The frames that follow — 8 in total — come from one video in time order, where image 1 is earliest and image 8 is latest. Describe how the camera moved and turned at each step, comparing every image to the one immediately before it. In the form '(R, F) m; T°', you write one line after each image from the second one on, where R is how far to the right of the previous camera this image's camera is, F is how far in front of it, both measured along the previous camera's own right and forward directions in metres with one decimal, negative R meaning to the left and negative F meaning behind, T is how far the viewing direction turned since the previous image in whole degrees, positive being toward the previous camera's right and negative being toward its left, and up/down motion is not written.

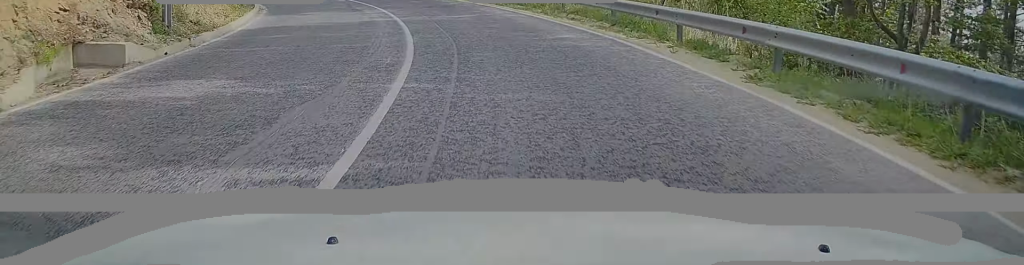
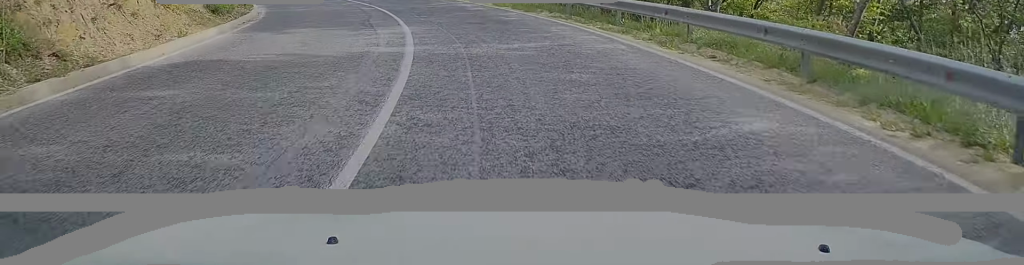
(-0.4, +7.9) m; -7°
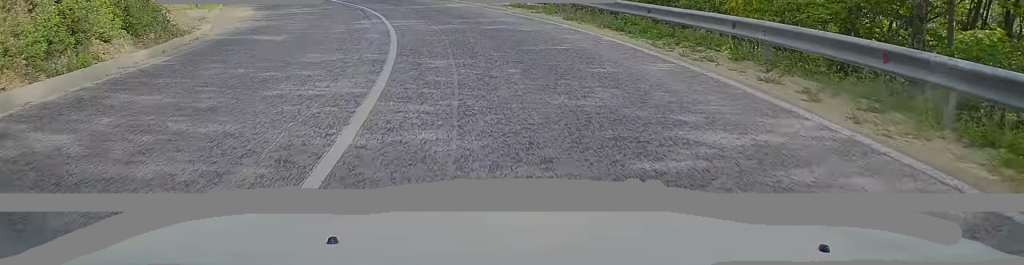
(-3.0, +21.4) m; -17°
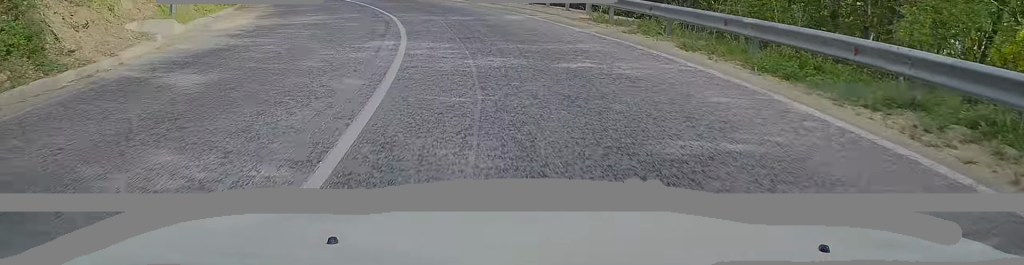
(-0.6, +6.6) m; -6°
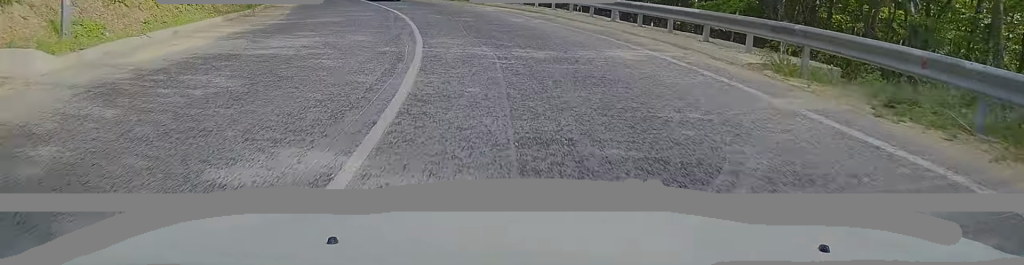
(-0.4, +8.3) m; -7°
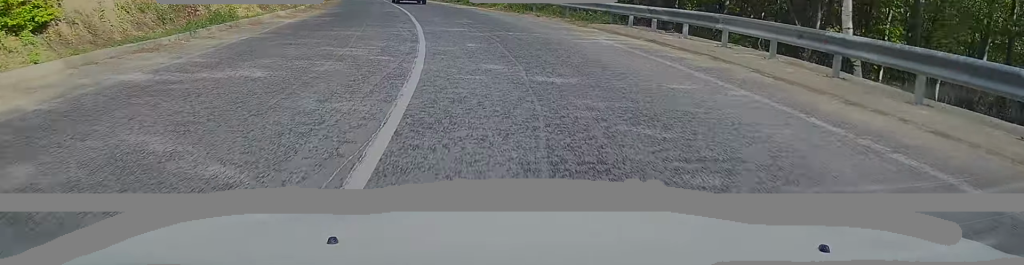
(-1.2, +12.0) m; -8°
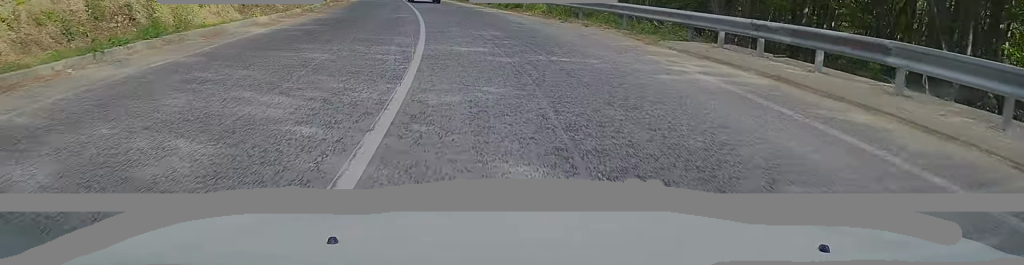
(-0.1, +5.5) m; -2°
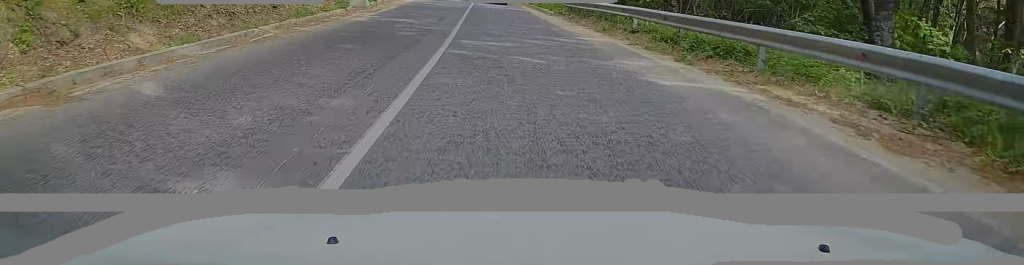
(-1.5, +20.0) m; -7°
